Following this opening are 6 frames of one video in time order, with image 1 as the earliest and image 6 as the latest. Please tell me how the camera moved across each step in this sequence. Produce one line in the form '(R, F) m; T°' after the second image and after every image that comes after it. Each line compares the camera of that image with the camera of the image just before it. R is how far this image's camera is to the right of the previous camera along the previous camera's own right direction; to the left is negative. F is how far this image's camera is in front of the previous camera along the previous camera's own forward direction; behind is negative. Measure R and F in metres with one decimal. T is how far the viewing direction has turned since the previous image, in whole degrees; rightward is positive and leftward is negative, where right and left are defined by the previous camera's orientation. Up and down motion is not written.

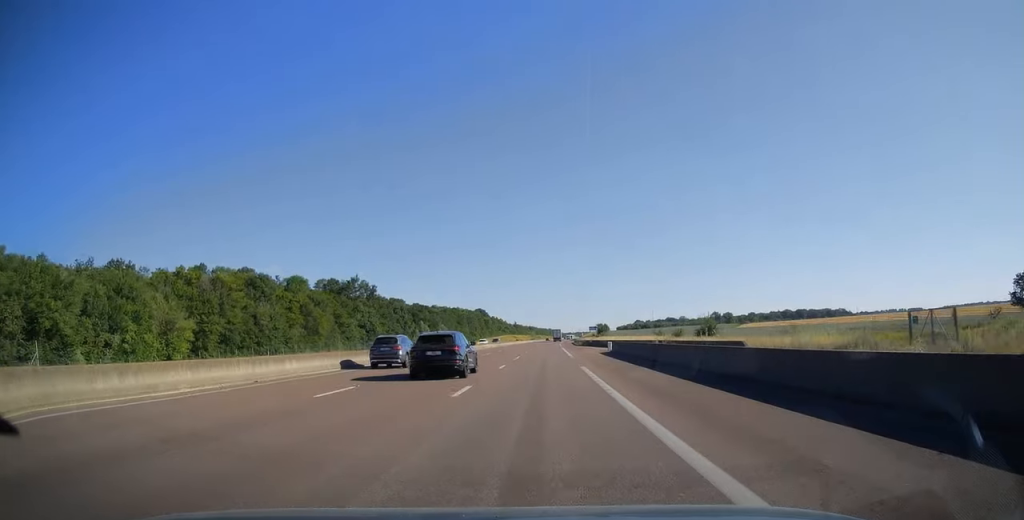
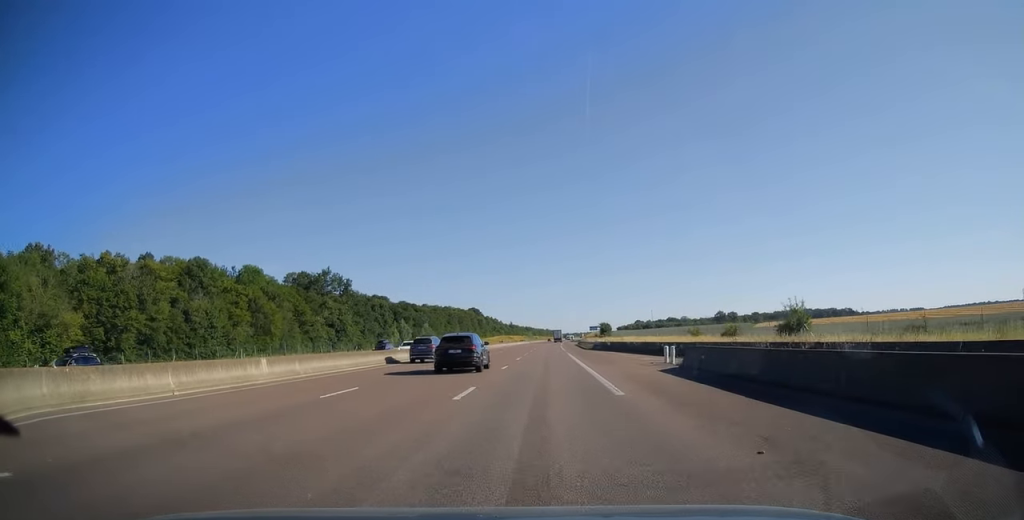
(+0.1, +26.2) m; 0°
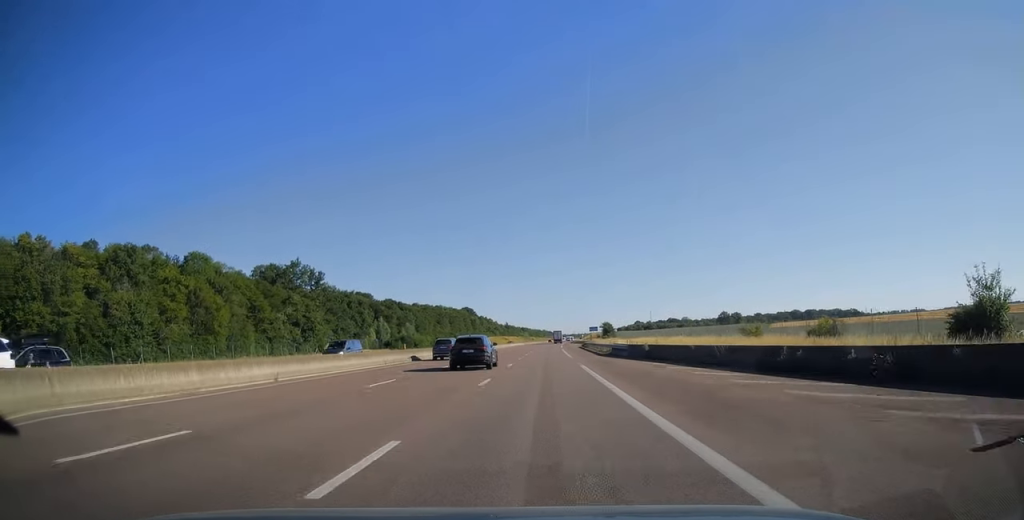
(+0.1, +22.2) m; 0°
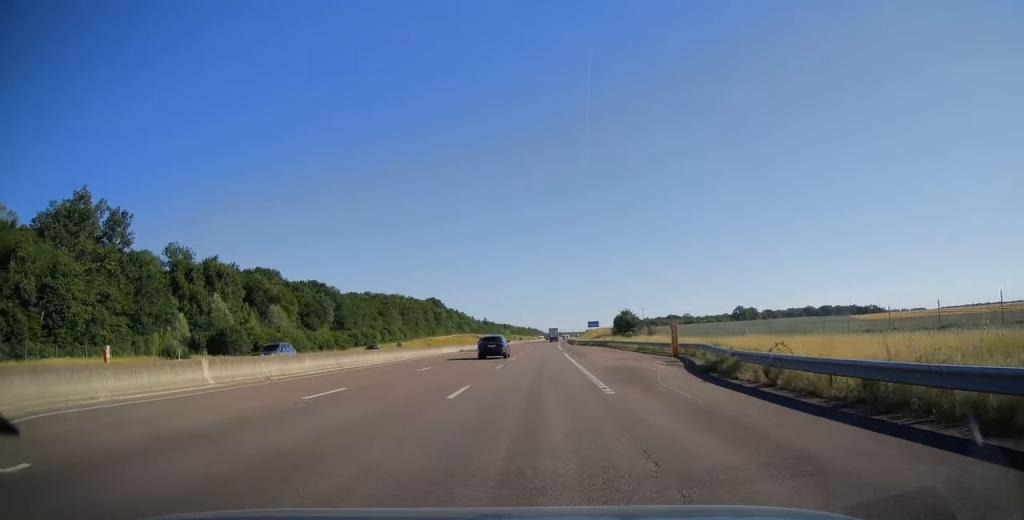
(+0.8, +81.8) m; +1°
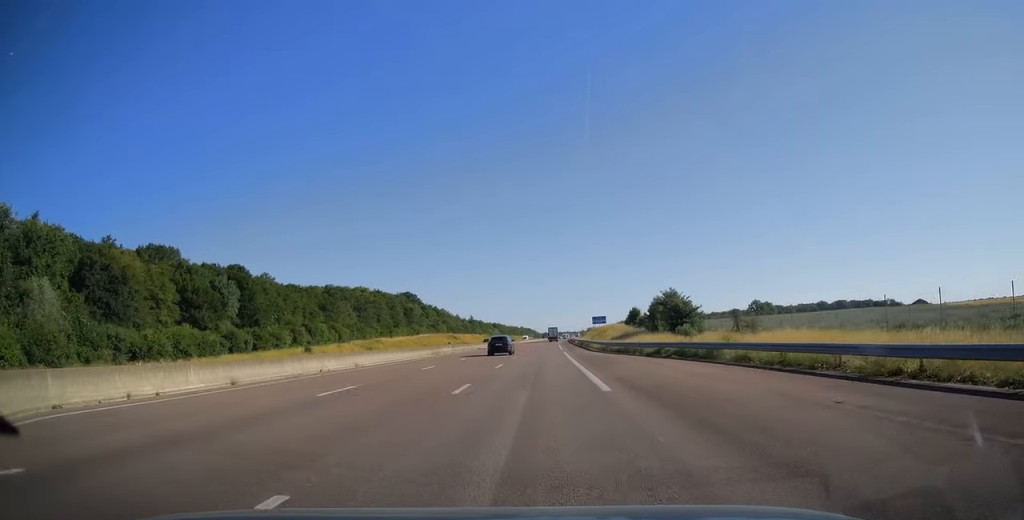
(+0.2, +51.1) m; +1°
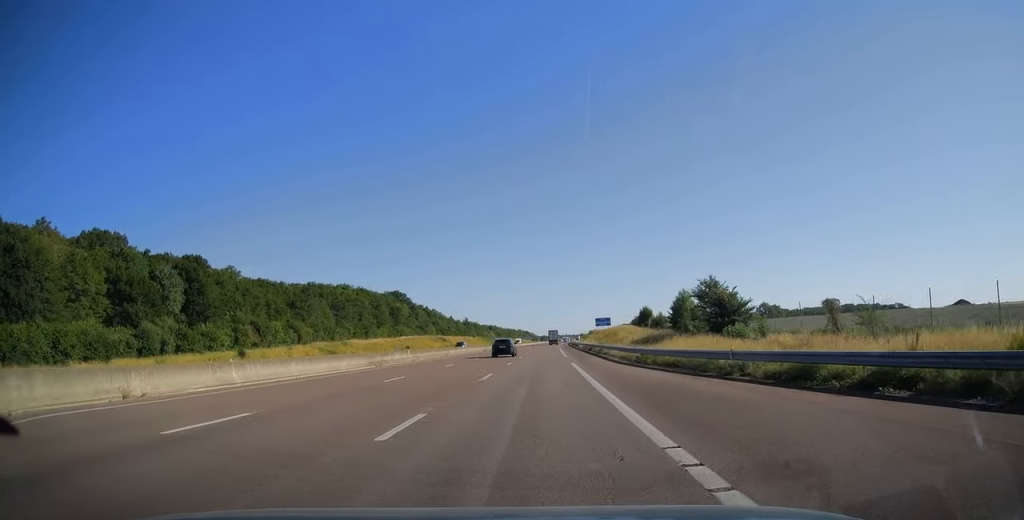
(+0.1, +19.7) m; 0°
